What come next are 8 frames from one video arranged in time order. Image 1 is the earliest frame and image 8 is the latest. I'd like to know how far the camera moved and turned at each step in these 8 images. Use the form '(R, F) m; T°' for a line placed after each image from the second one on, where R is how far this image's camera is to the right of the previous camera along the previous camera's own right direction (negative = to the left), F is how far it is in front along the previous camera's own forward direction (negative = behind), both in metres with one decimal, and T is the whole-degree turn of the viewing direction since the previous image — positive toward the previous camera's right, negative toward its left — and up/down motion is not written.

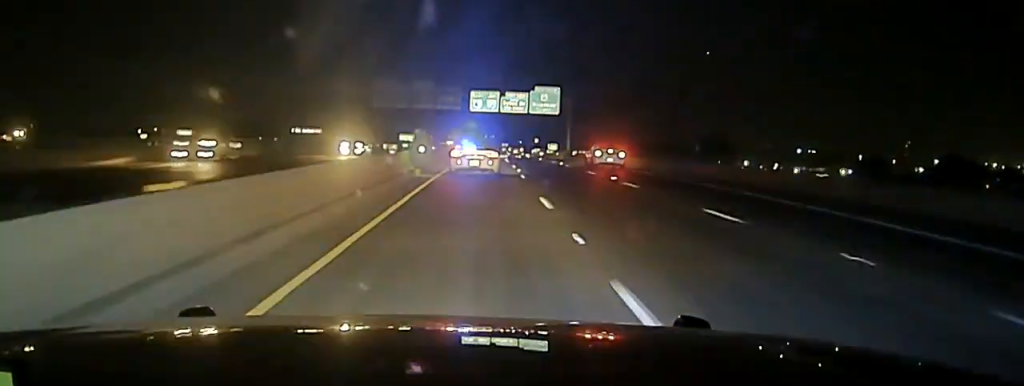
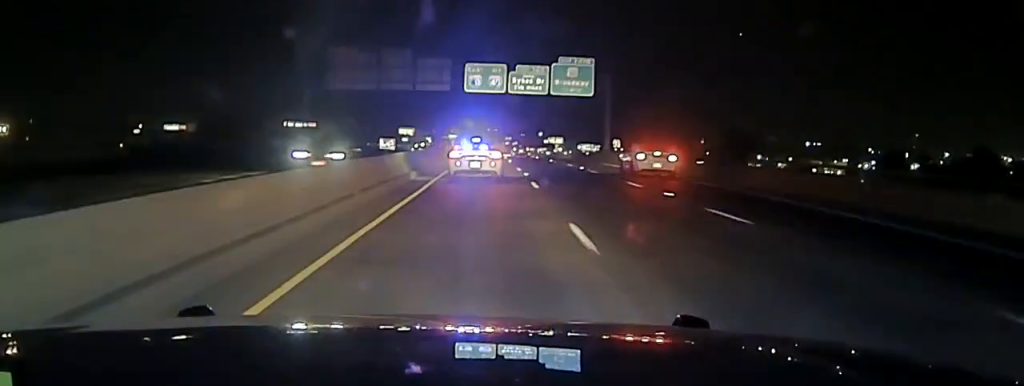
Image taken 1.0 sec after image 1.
(0.0, +35.2) m; 0°
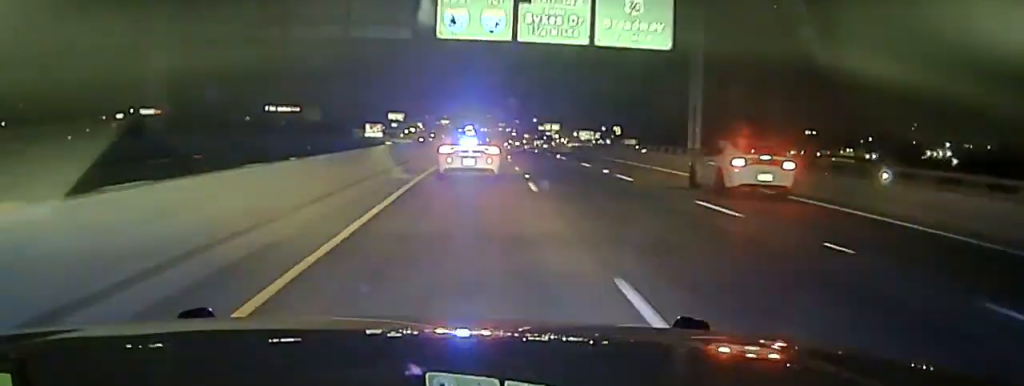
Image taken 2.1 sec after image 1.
(+0.1, +36.0) m; 0°
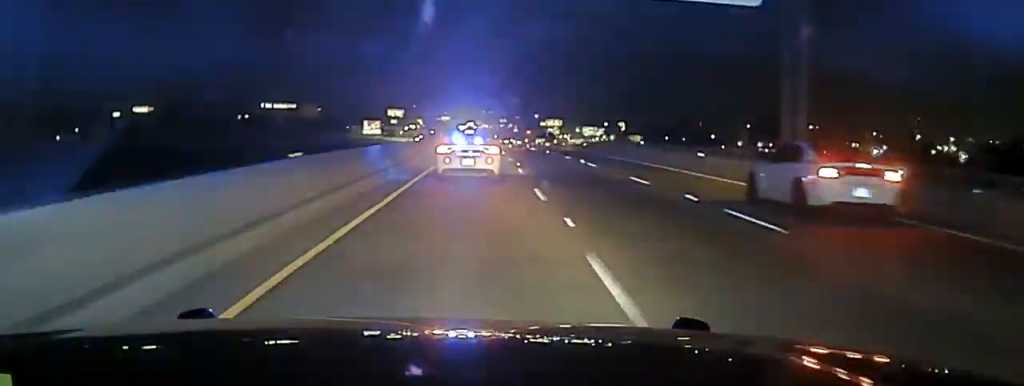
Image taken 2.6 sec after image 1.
(0.0, +15.0) m; 0°
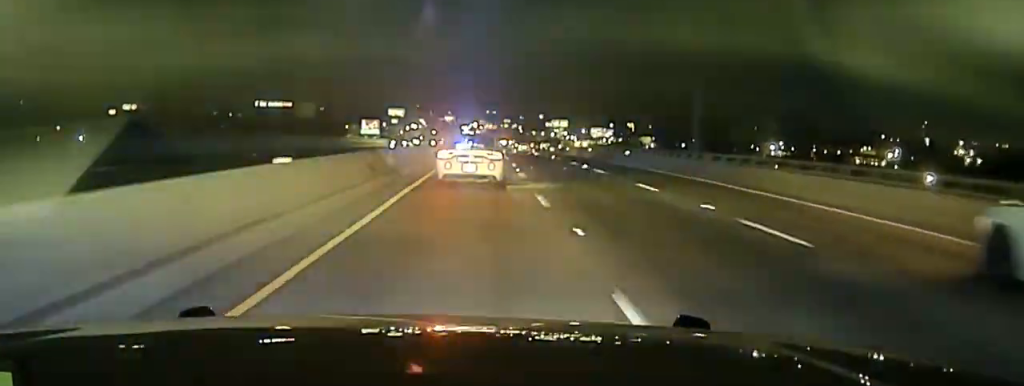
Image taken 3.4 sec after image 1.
(-0.4, +25.3) m; 0°
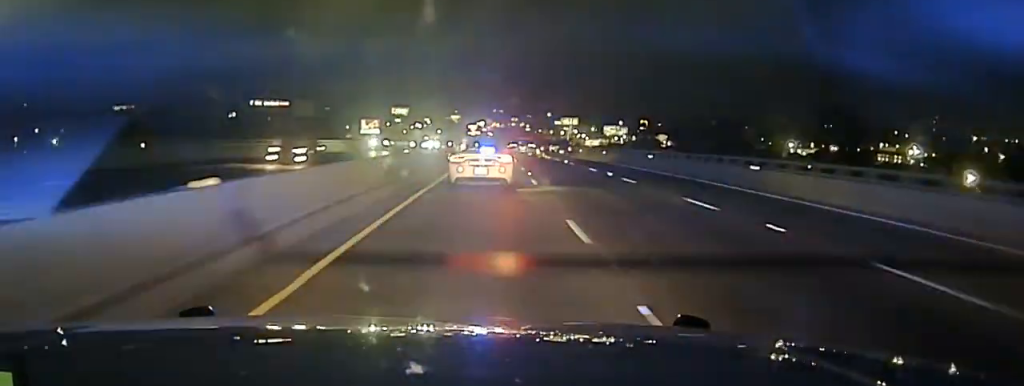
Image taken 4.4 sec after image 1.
(+0.4, +28.4) m; 0°
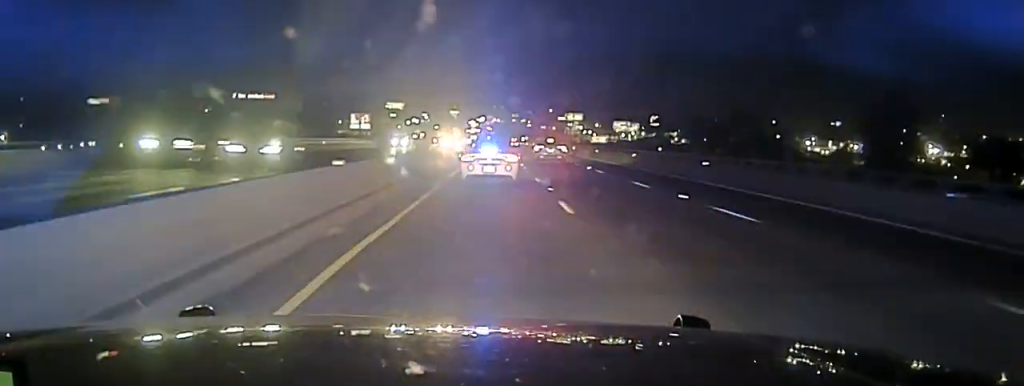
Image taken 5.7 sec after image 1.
(-0.6, +39.6) m; -1°
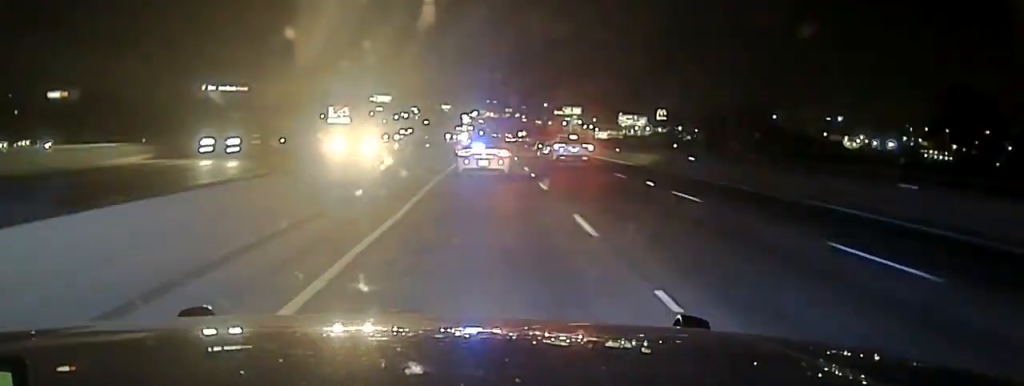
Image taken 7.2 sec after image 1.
(+0.5, +45.9) m; +1°
